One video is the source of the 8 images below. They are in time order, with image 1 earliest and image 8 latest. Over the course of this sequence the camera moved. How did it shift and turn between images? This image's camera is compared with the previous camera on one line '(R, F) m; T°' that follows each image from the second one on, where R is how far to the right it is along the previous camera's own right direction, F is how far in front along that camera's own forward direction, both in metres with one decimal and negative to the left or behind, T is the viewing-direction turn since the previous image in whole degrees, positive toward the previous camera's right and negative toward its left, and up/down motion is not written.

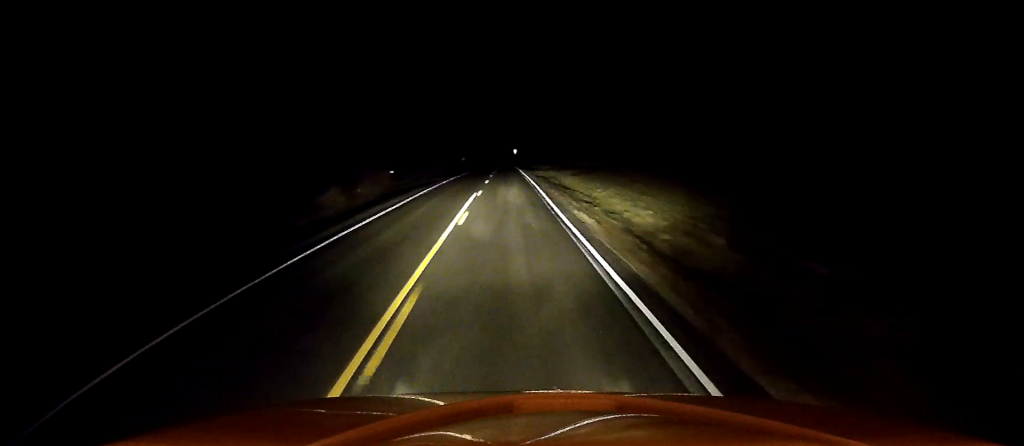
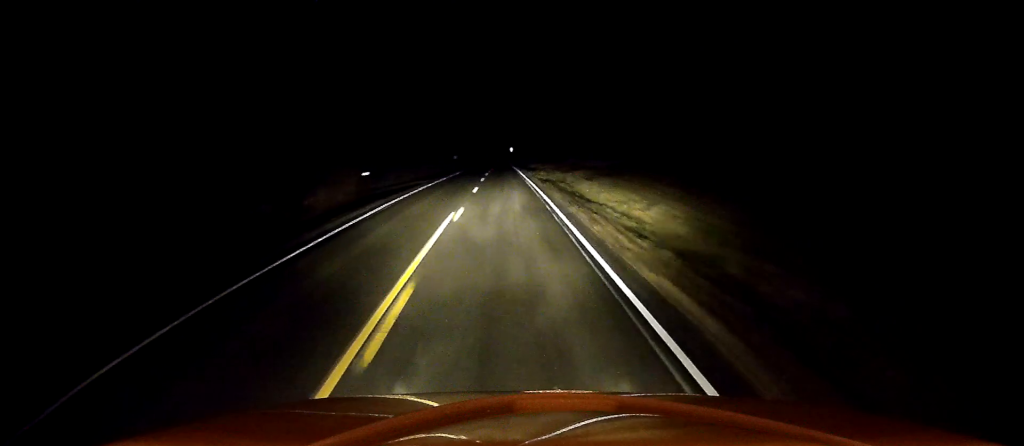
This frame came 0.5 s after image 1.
(0.0, +12.0) m; 0°
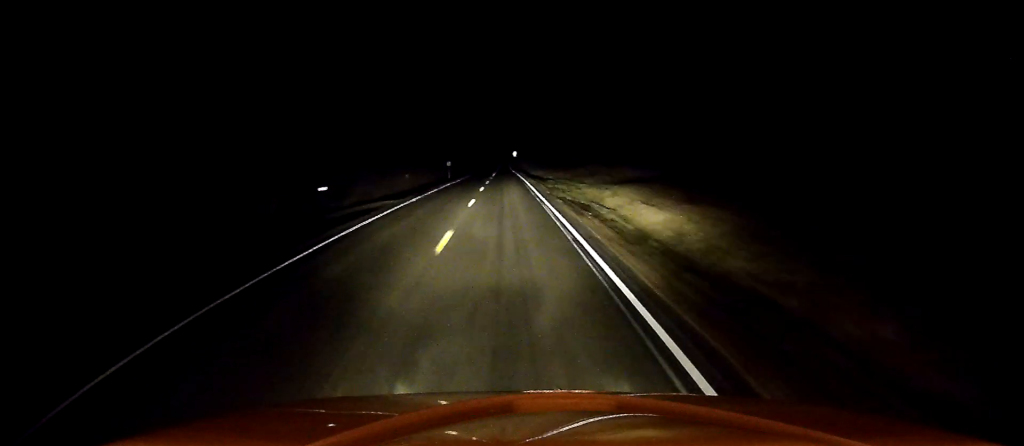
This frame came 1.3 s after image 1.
(0.0, +17.3) m; -1°
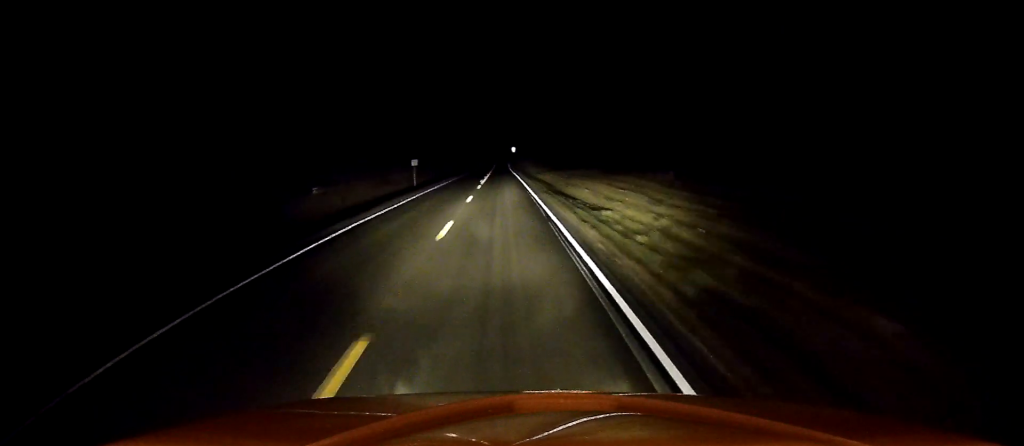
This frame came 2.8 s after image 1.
(-0.7, +34.4) m; -1°
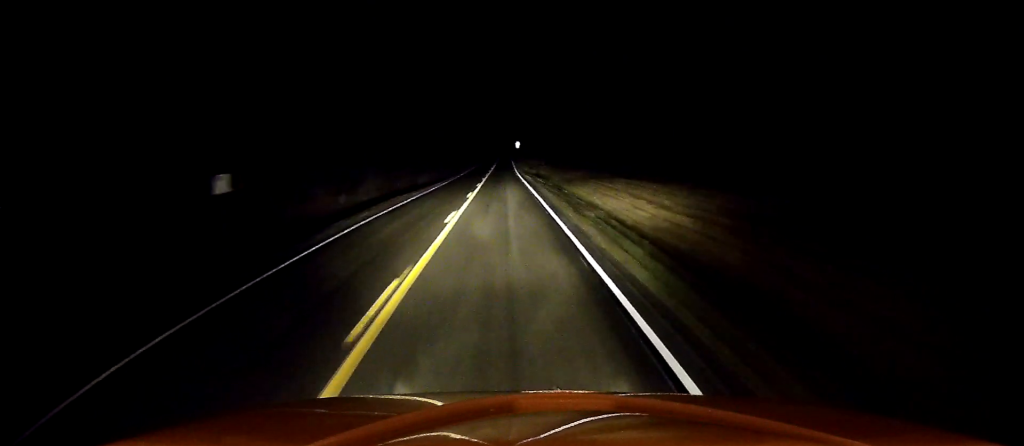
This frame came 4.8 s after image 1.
(+1.2, +43.6) m; +2°
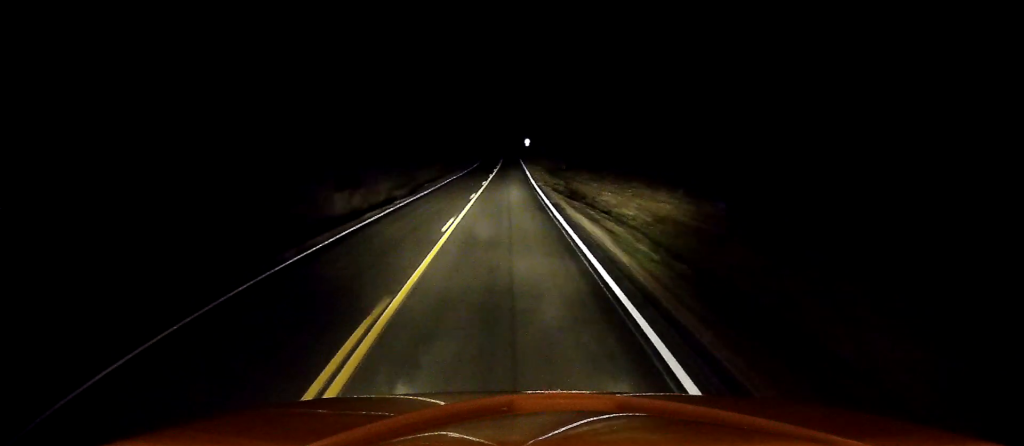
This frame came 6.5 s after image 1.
(0.0, +37.5) m; -2°
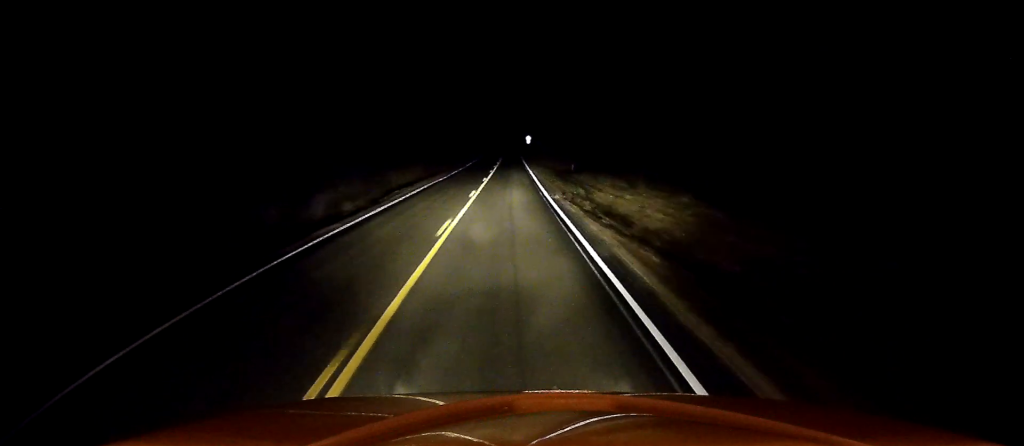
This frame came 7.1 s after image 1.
(-0.3, +14.0) m; 0°
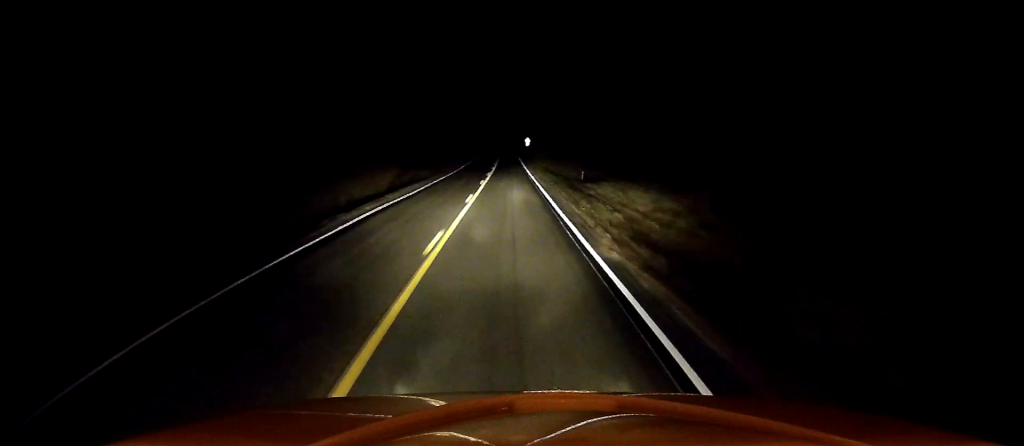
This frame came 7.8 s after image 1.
(-0.3, +14.8) m; 0°
